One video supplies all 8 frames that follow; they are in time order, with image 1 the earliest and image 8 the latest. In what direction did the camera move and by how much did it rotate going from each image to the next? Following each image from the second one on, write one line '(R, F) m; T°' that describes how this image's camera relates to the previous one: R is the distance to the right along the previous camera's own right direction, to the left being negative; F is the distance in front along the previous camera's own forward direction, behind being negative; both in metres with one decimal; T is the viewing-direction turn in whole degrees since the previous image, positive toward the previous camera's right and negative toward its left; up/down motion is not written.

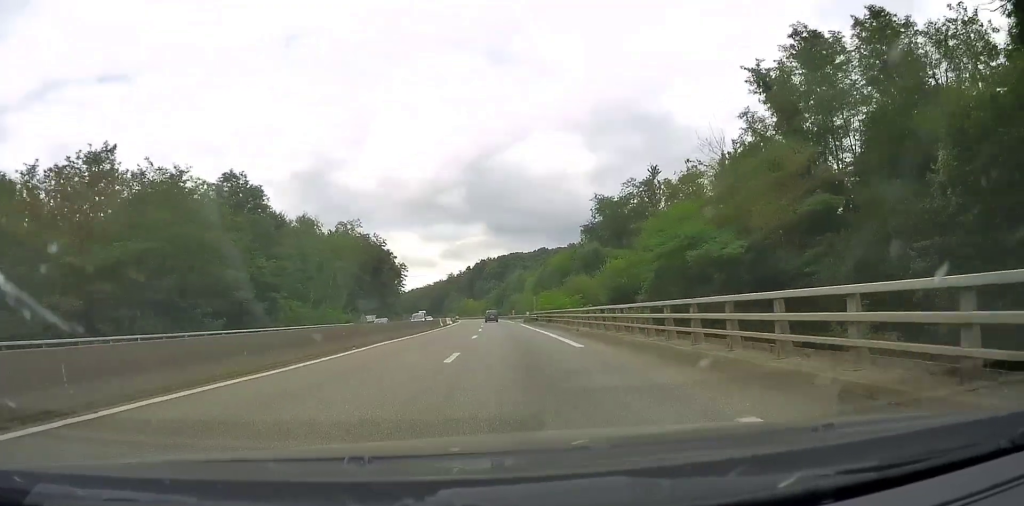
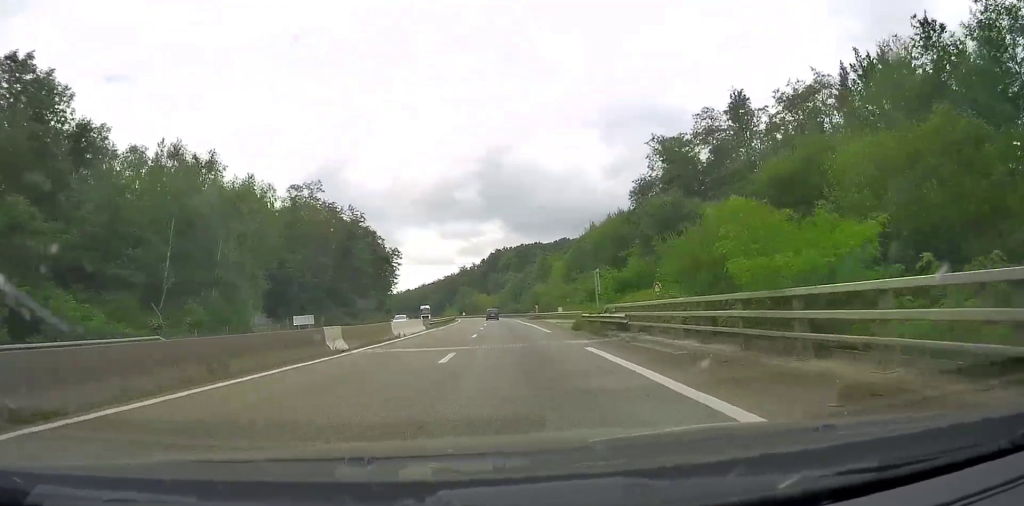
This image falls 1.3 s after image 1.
(-1.2, +40.8) m; -2°
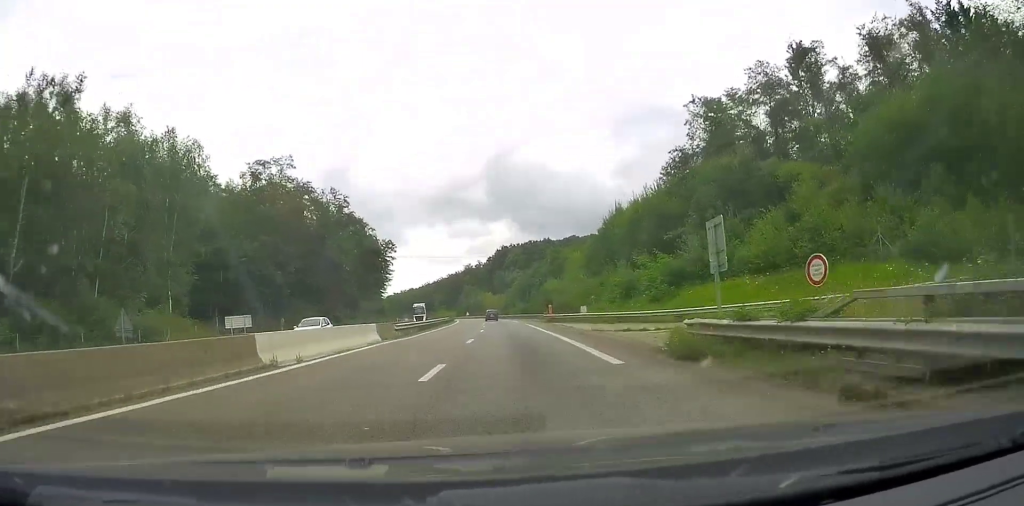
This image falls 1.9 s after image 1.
(+0.1, +17.5) m; -1°
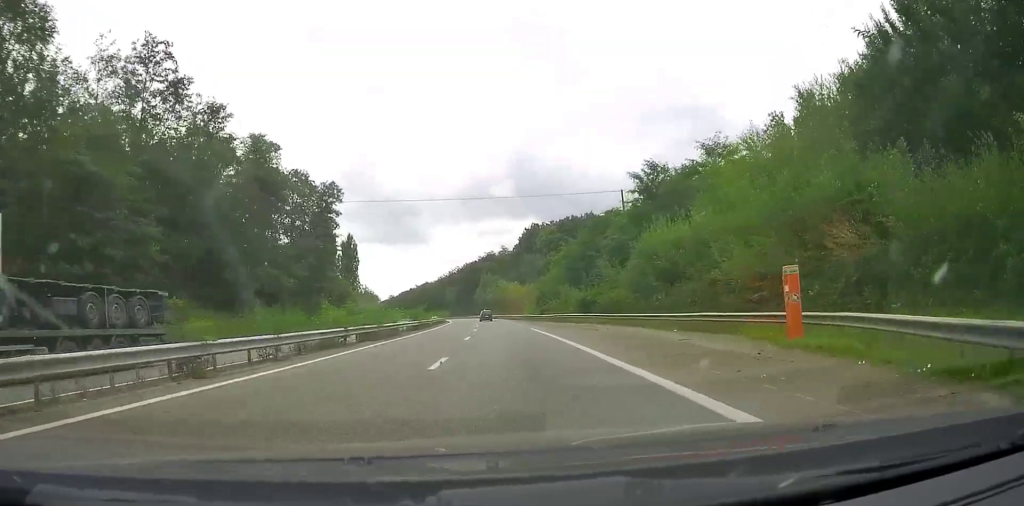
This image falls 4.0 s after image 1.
(-1.0, +65.6) m; -1°
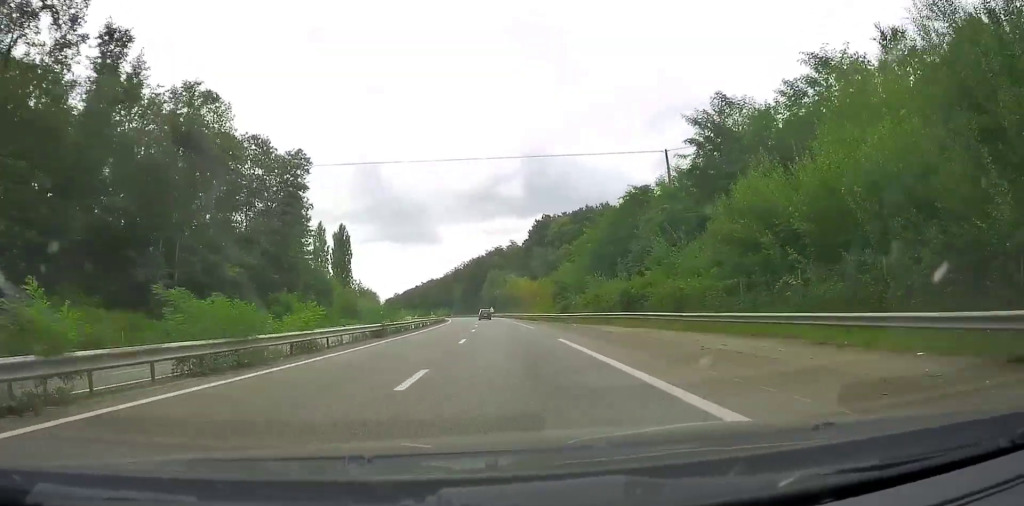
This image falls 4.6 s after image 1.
(+0.1, +16.8) m; -1°
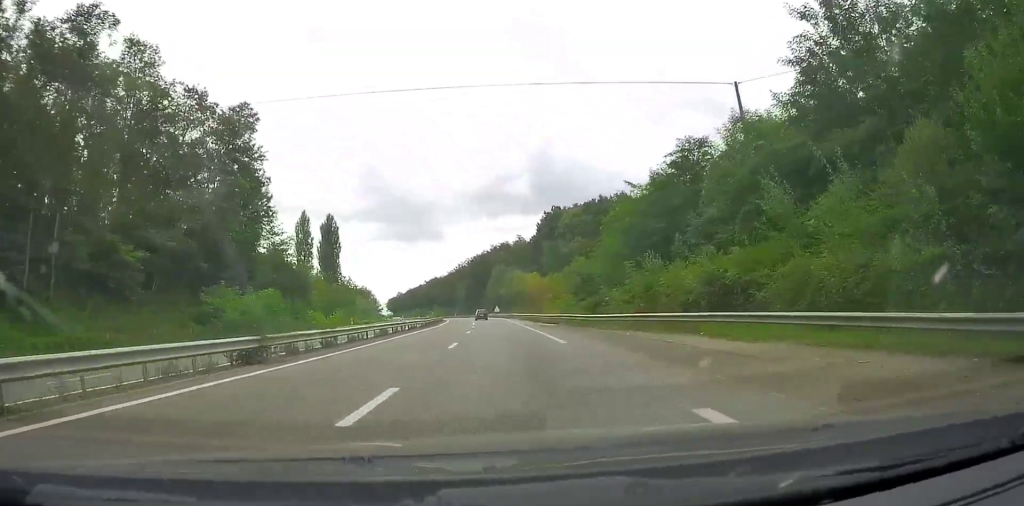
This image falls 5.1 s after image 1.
(-0.2, +16.2) m; -1°
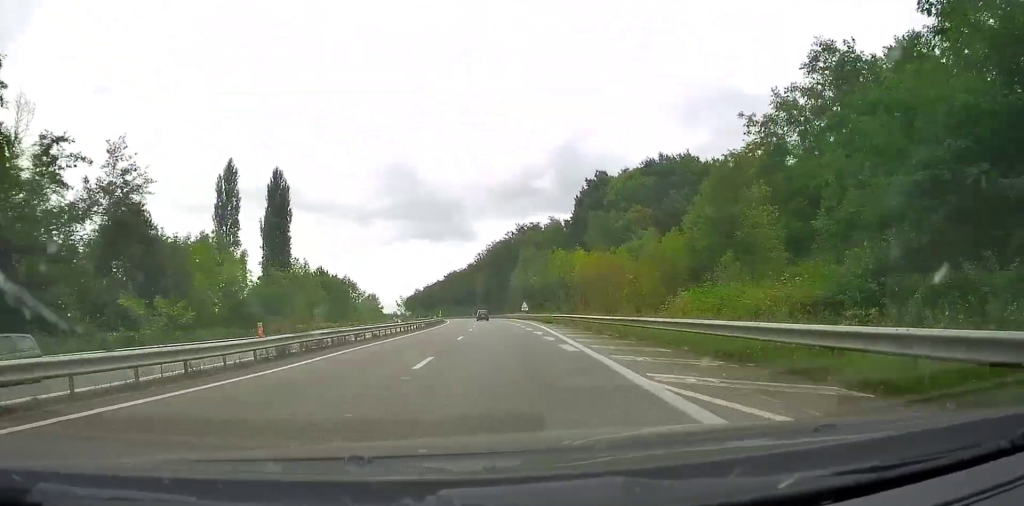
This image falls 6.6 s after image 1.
(-1.2, +46.1) m; -1°
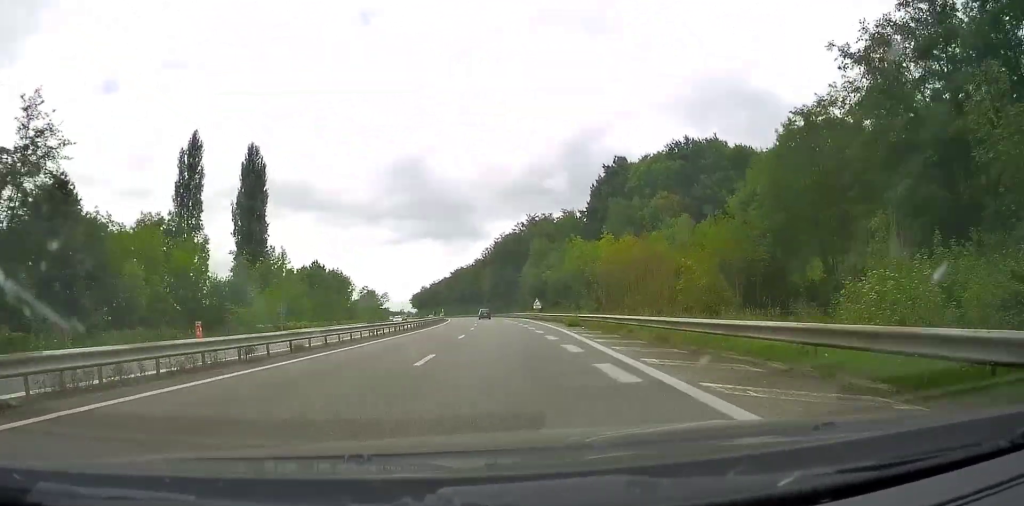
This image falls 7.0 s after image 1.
(0.0, +13.3) m; 0°
